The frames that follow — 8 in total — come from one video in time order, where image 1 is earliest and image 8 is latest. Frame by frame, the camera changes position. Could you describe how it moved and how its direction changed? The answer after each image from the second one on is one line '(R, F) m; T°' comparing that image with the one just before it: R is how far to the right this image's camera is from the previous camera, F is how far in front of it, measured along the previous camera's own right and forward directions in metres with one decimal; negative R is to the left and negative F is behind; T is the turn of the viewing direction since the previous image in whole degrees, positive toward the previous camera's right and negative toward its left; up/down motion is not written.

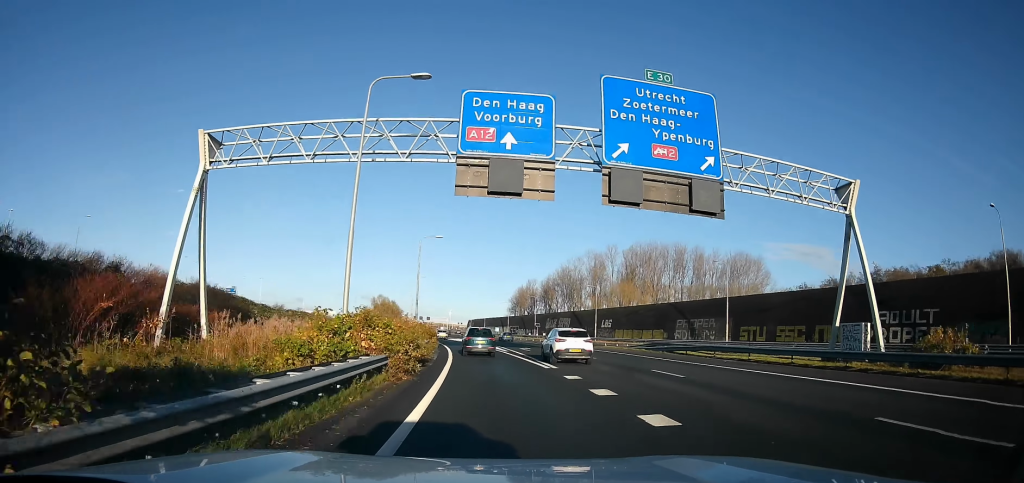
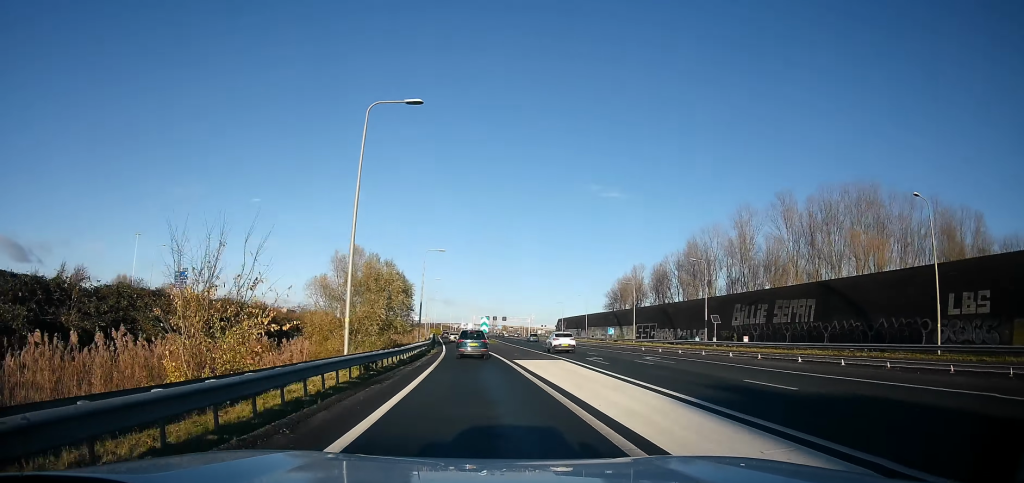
(-7.7, +63.0) m; -12°
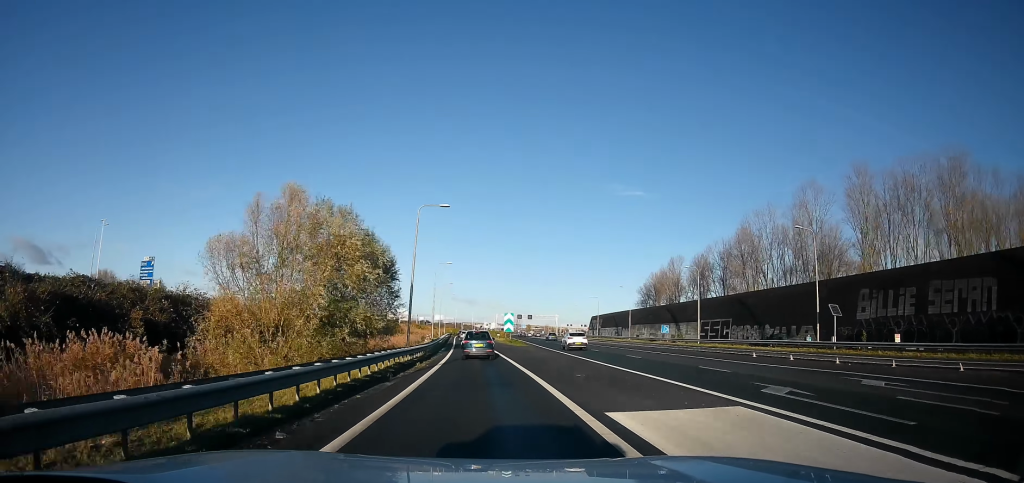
(-0.5, +18.2) m; -2°
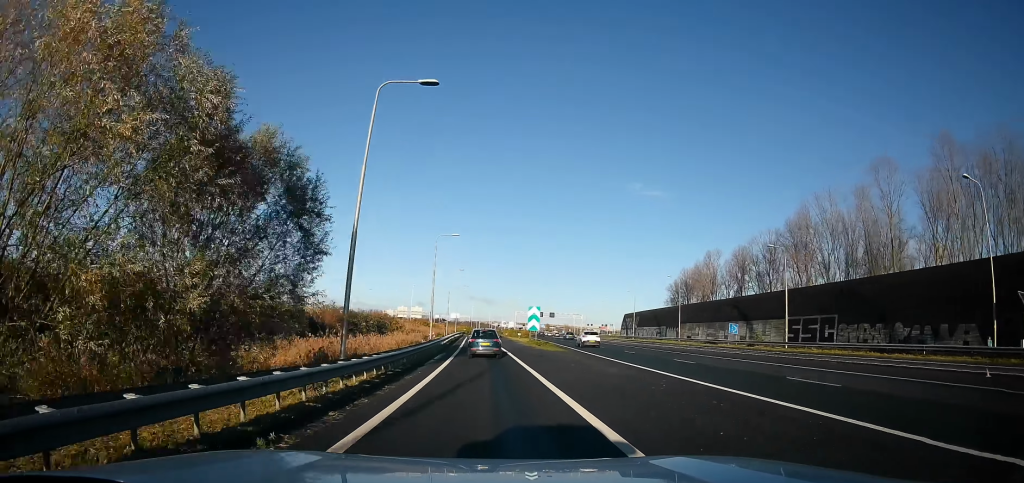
(-0.1, +17.4) m; -2°
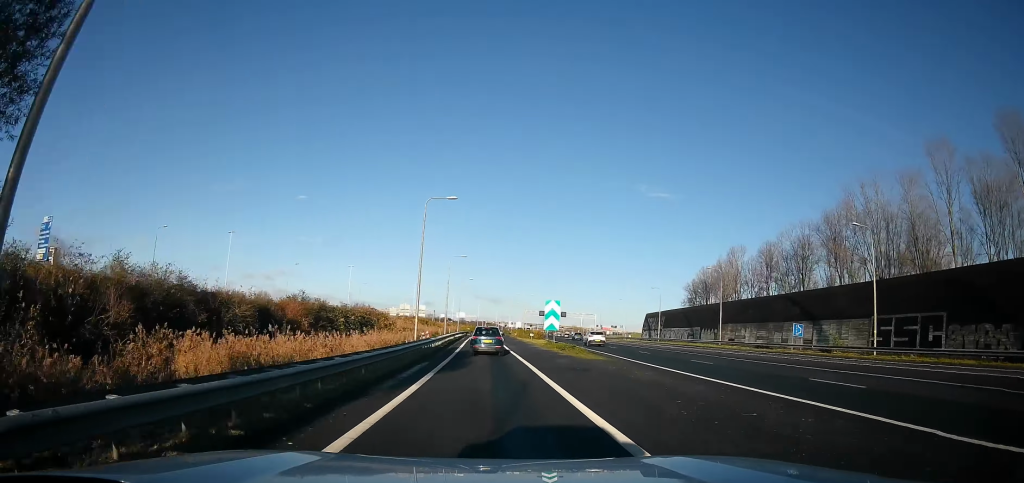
(+0.1, +12.4) m; -1°
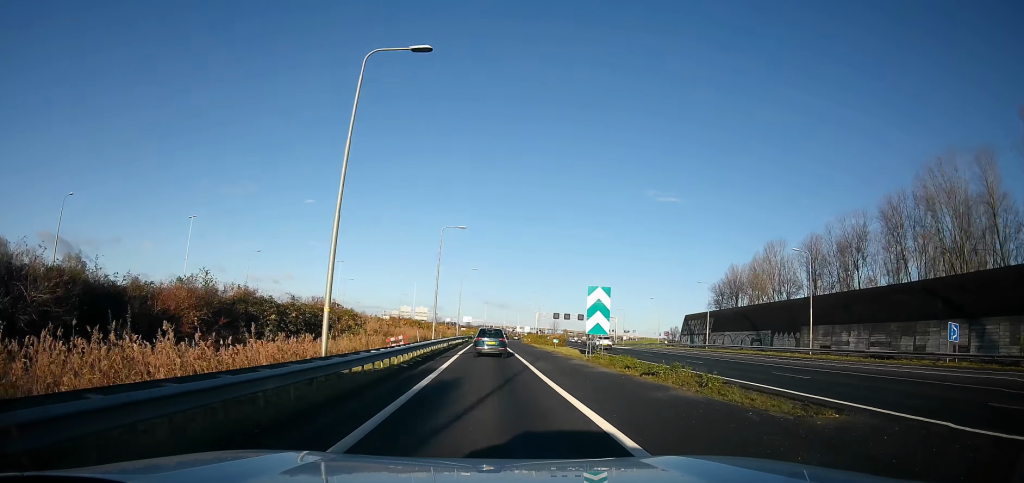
(-0.8, +19.2) m; -1°
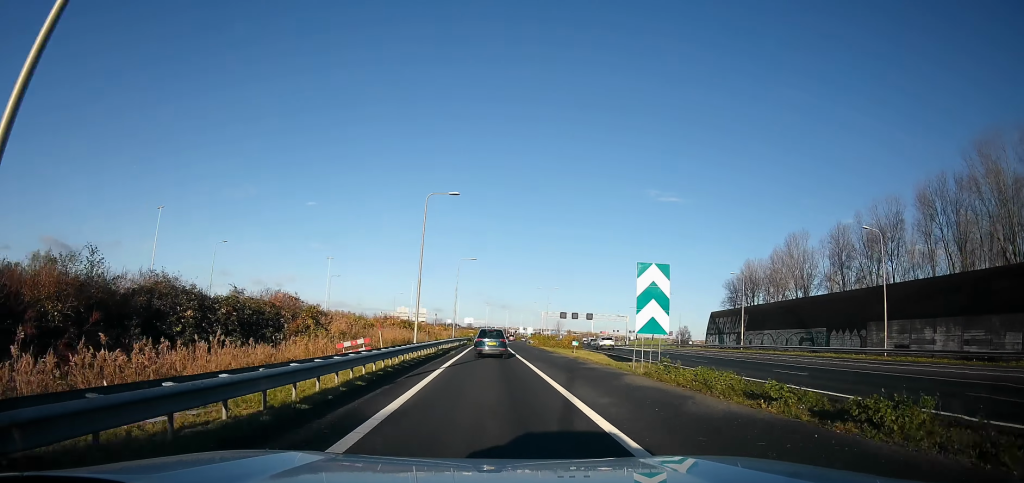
(+0.1, +10.8) m; 0°
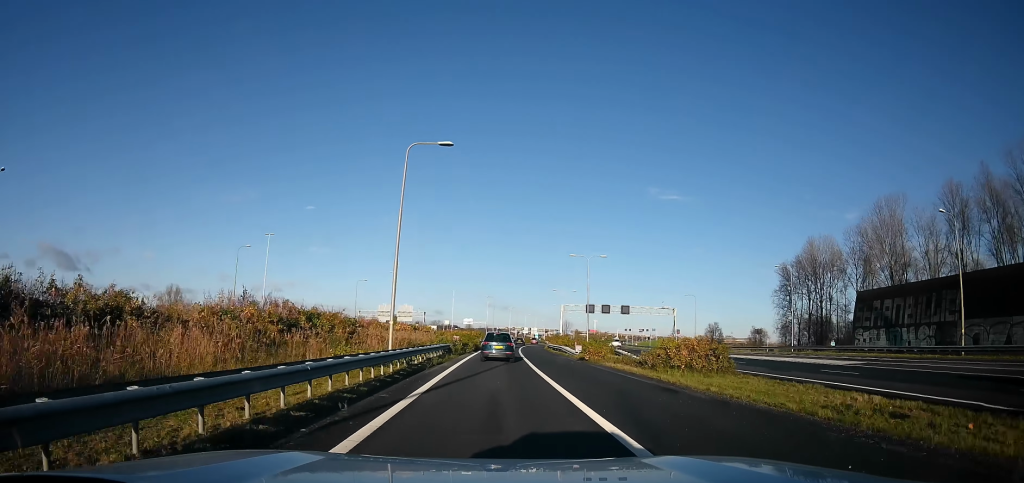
(-0.1, +37.4) m; 0°
